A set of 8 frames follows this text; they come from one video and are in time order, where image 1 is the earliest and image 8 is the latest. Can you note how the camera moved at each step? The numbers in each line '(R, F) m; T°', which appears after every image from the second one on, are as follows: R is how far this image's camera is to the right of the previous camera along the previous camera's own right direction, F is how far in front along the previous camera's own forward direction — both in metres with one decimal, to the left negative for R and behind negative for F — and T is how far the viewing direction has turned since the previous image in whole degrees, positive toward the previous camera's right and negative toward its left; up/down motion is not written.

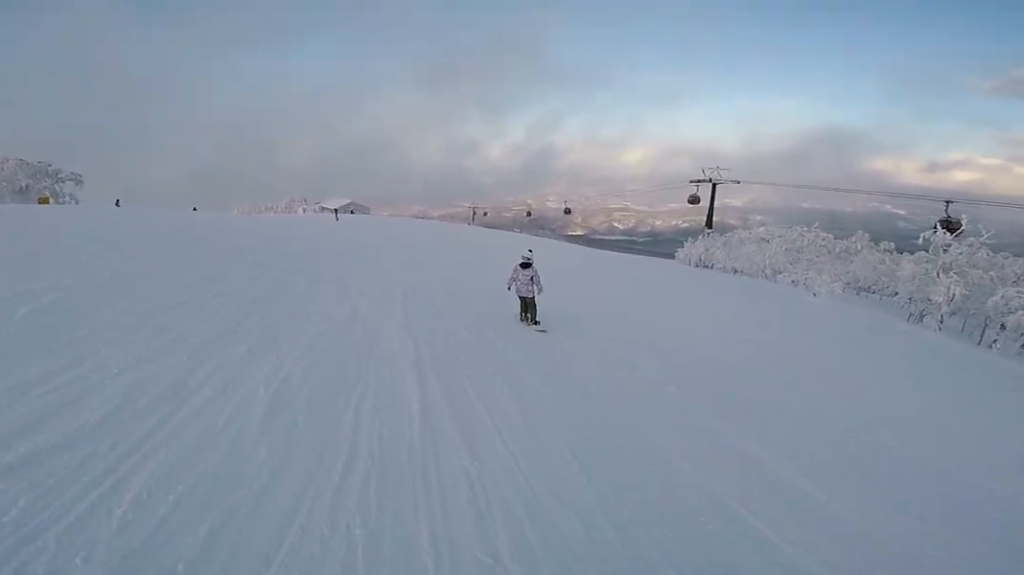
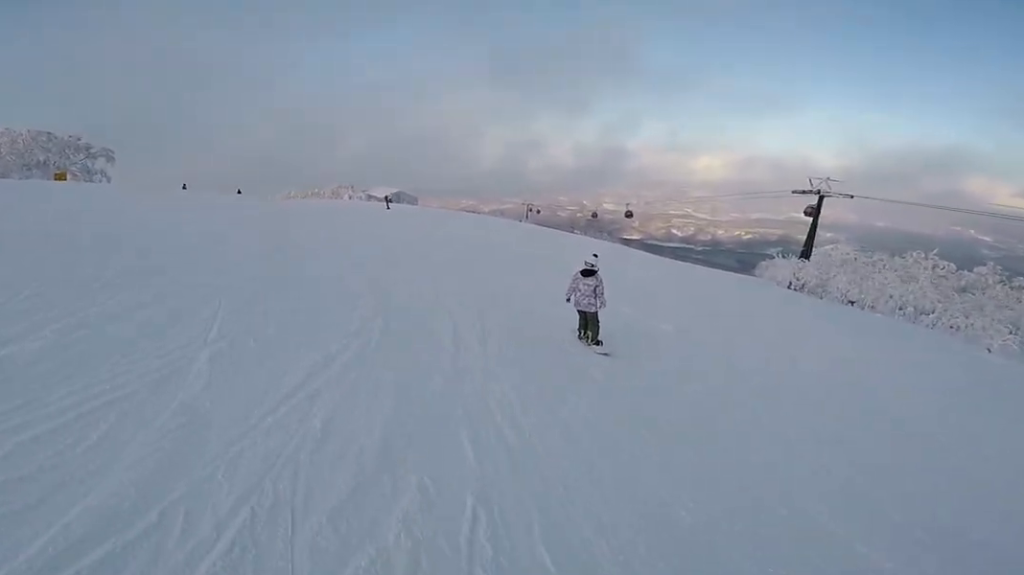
(+0.7, +6.9) m; -2°
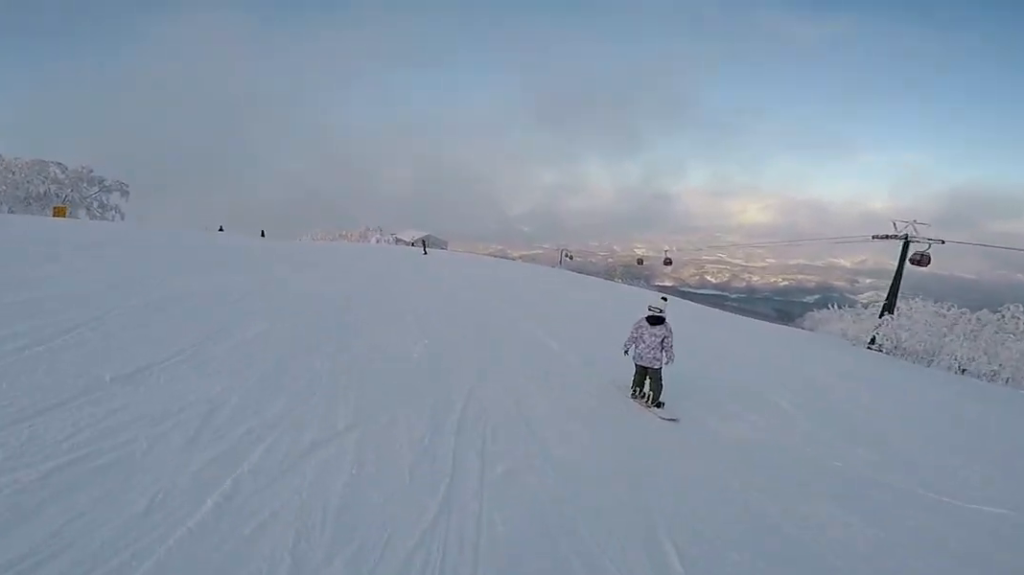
(-0.9, +6.4) m; -8°
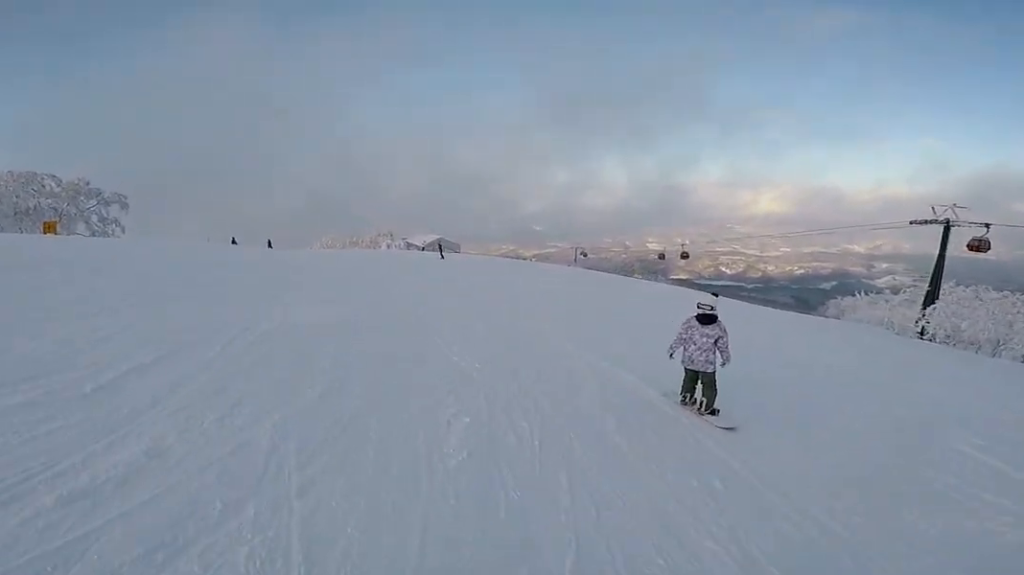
(0.0, +3.1) m; 0°
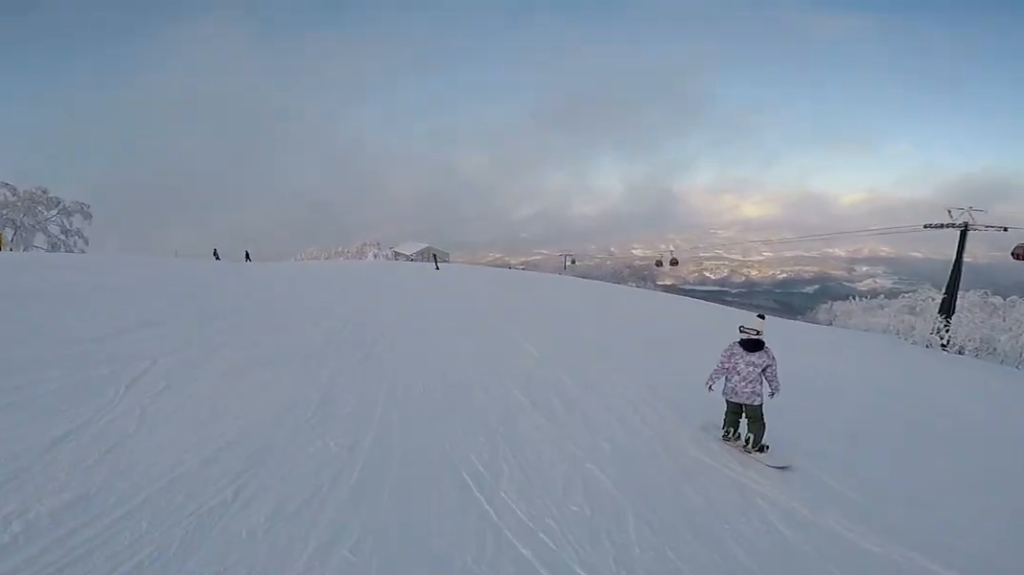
(0.0, +4.4) m; 0°
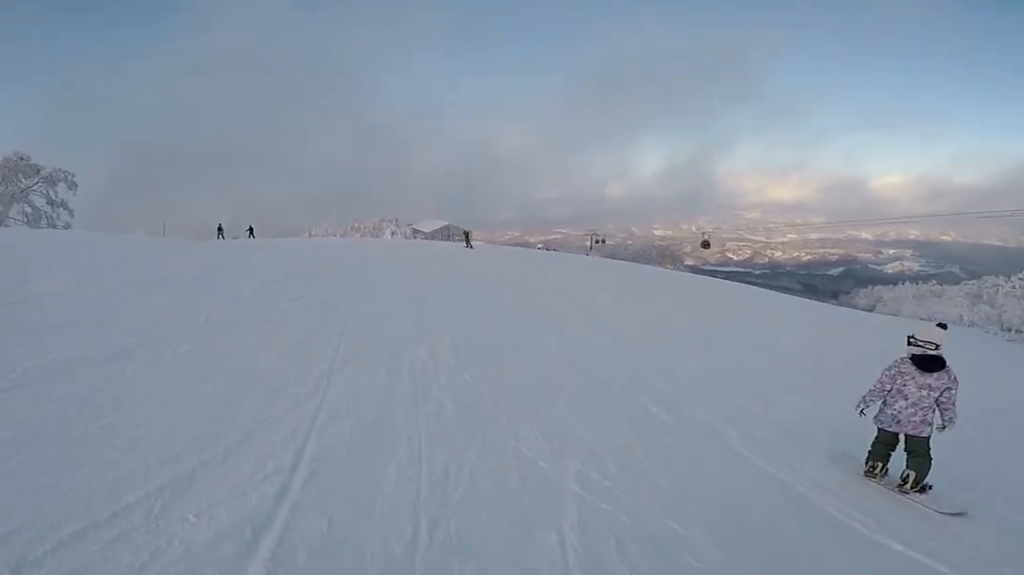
(0.0, +7.5) m; 0°
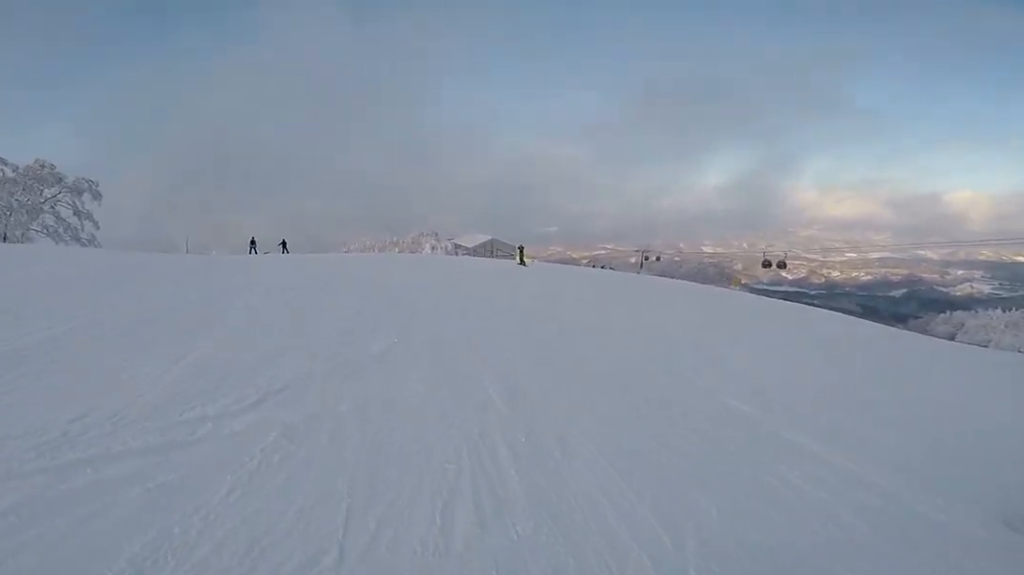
(0.0, +5.3) m; 0°
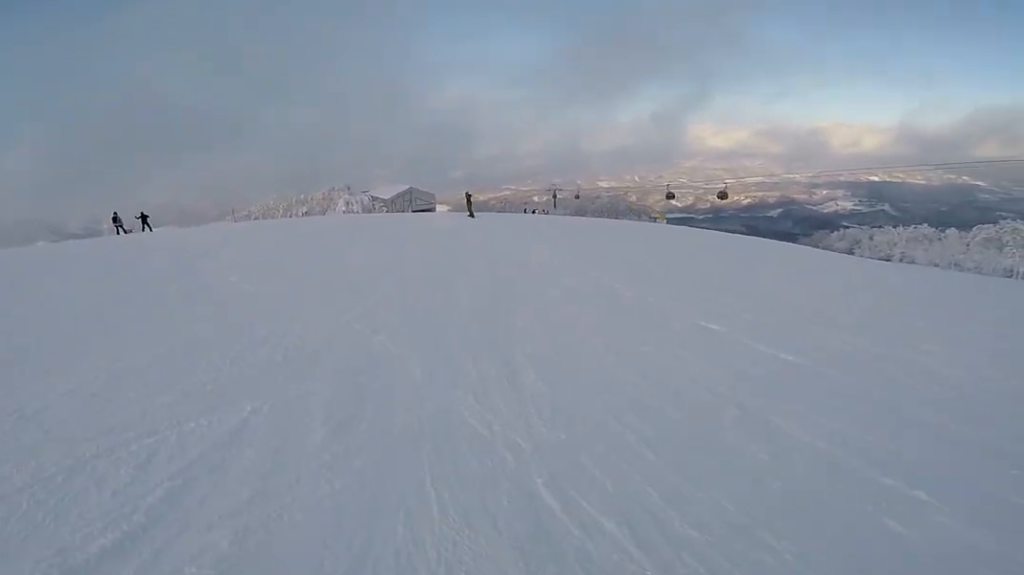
(0.0, +10.6) m; 0°
